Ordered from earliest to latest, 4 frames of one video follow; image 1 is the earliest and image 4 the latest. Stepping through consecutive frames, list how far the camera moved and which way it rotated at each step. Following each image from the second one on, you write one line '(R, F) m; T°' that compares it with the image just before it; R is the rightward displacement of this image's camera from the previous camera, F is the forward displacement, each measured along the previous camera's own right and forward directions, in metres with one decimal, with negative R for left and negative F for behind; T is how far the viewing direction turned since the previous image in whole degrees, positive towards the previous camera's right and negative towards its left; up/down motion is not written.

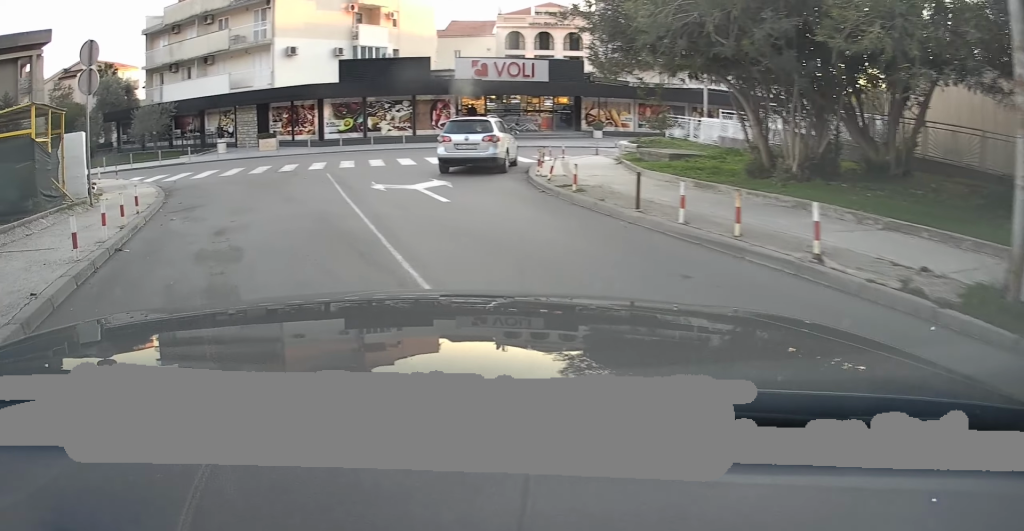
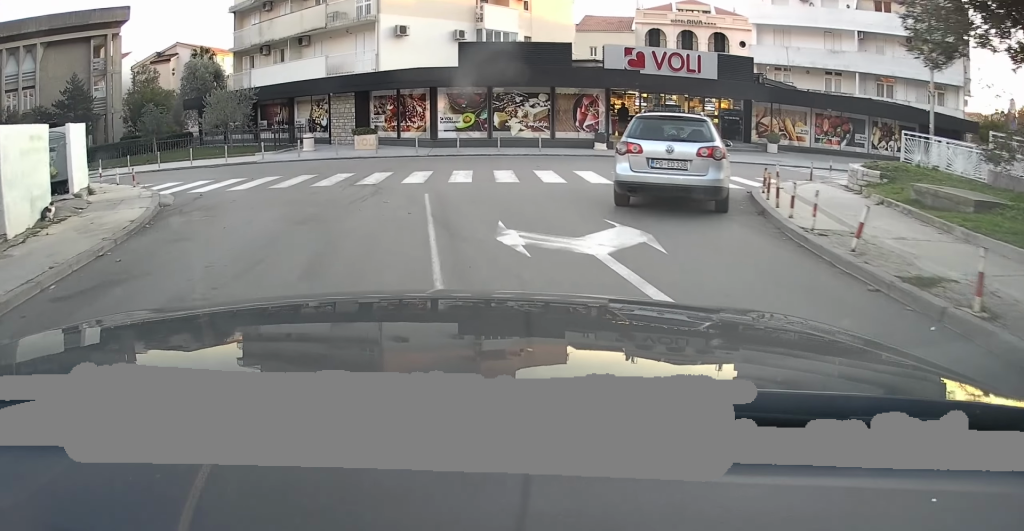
(-0.5, +6.8) m; -6°
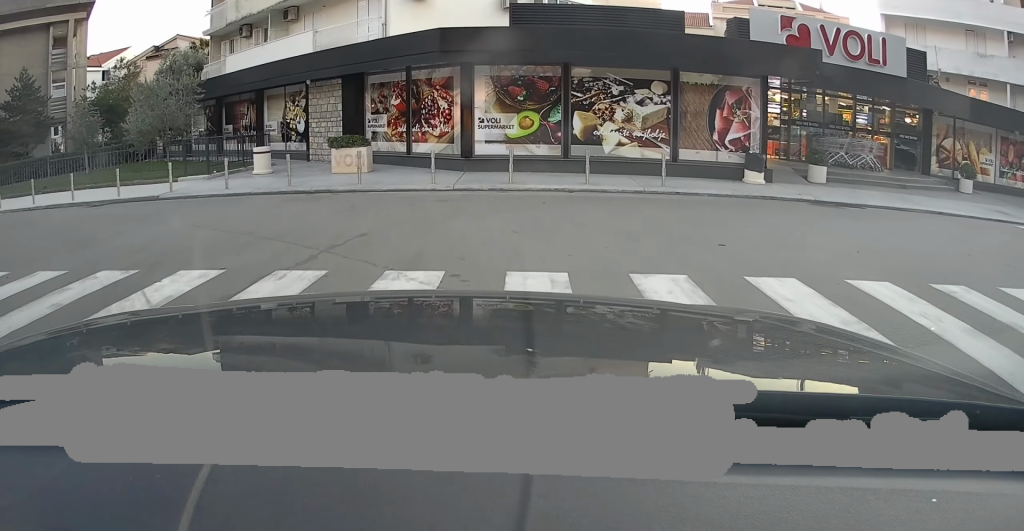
(-0.3, +11.3) m; -6°
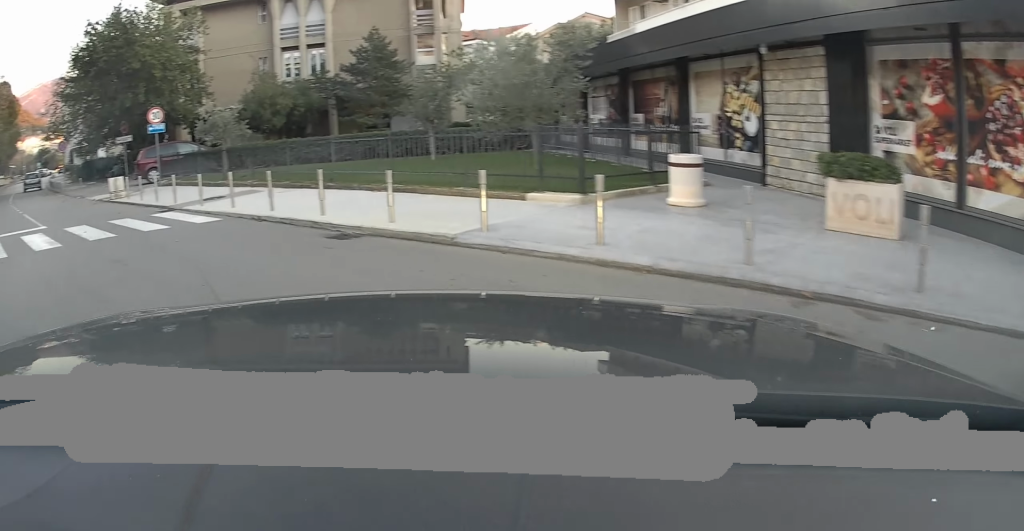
(-2.7, +8.3) m; -46°
